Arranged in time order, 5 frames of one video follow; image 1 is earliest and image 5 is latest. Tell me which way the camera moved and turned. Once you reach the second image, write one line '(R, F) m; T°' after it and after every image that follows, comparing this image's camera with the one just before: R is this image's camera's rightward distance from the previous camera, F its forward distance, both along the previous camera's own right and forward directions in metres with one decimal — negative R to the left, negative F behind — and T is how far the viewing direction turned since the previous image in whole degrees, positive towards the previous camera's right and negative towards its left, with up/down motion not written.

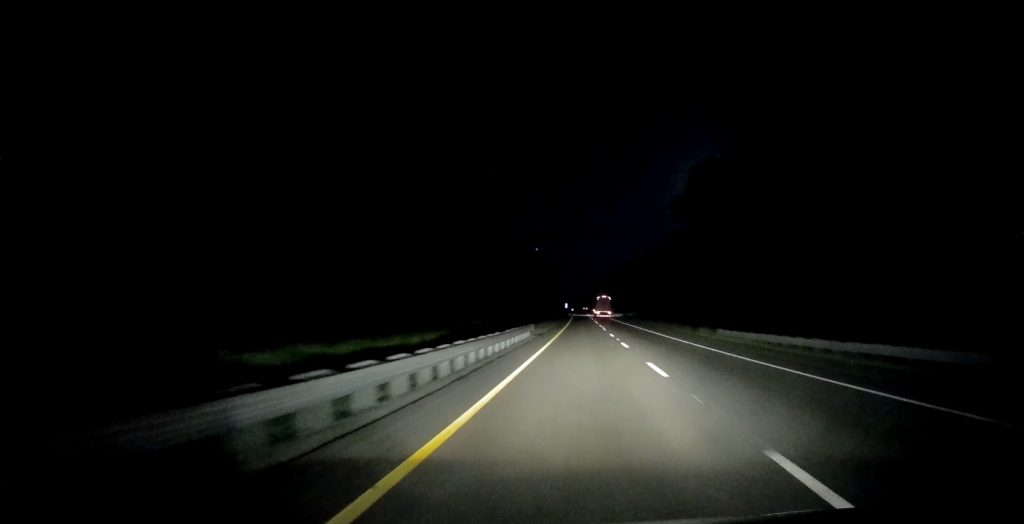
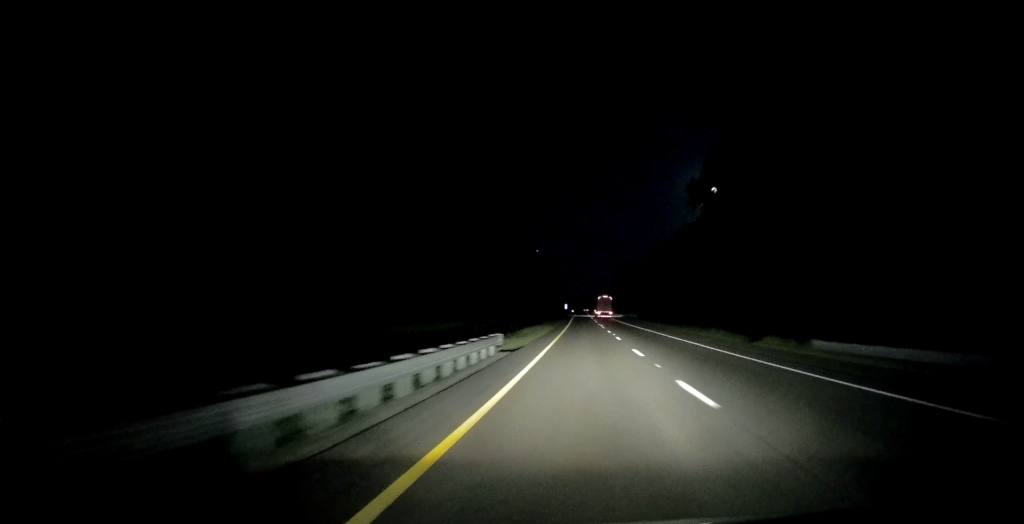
(0.0, +17.2) m; 0°
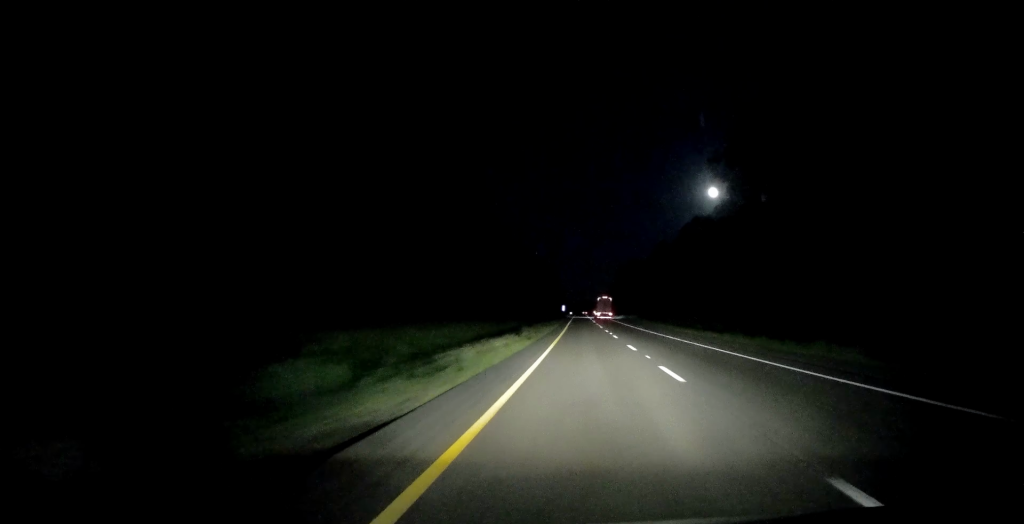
(0.0, +20.6) m; 0°
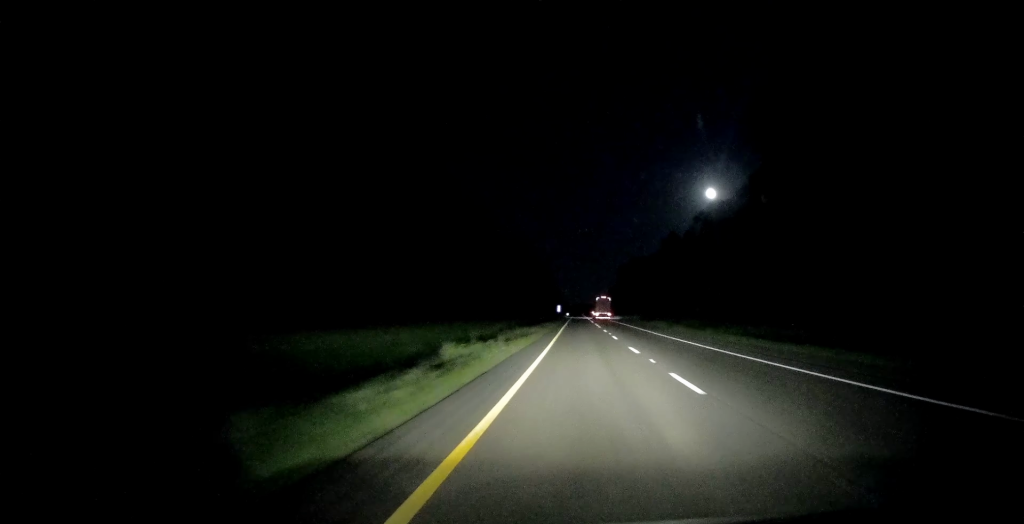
(0.0, +26.0) m; 0°
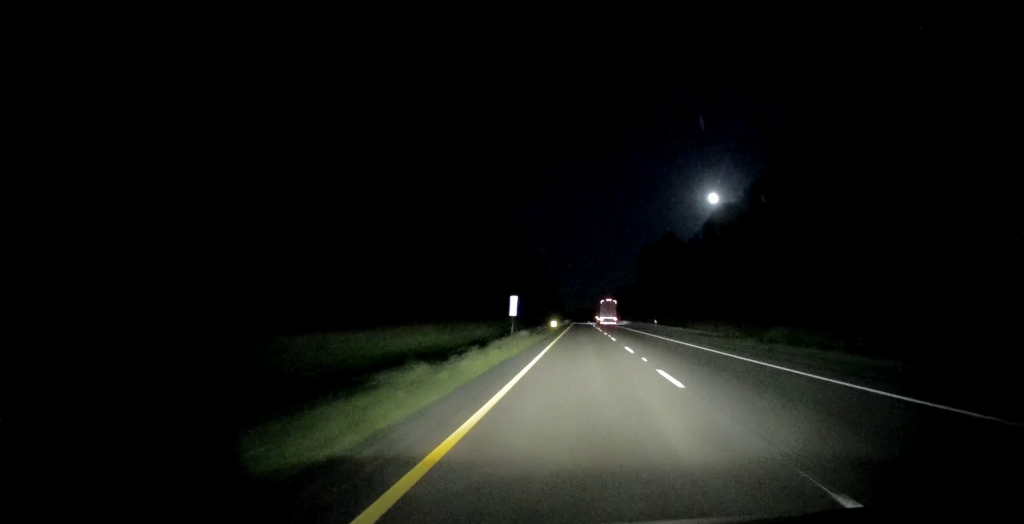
(0.0, +118.8) m; 0°
